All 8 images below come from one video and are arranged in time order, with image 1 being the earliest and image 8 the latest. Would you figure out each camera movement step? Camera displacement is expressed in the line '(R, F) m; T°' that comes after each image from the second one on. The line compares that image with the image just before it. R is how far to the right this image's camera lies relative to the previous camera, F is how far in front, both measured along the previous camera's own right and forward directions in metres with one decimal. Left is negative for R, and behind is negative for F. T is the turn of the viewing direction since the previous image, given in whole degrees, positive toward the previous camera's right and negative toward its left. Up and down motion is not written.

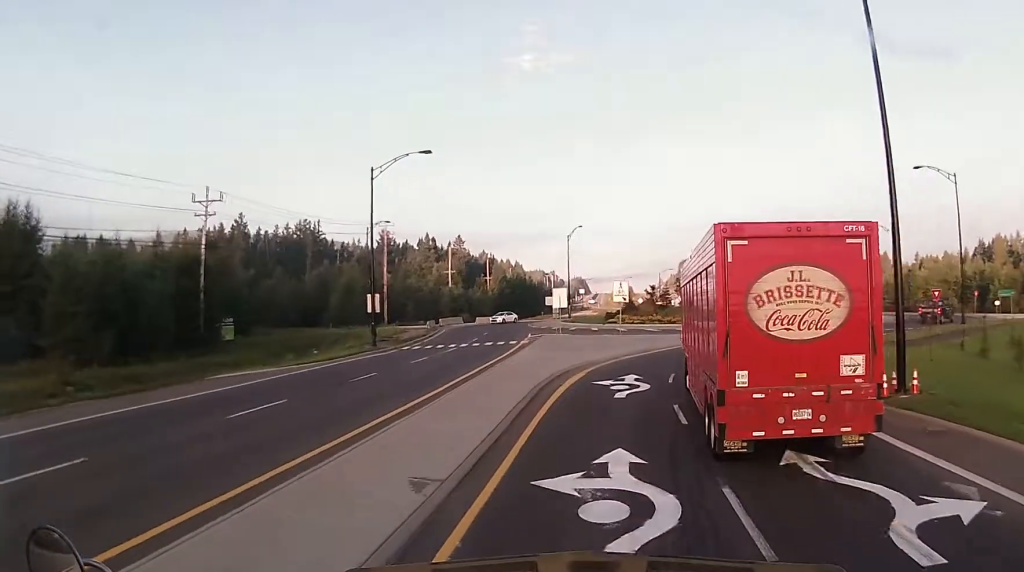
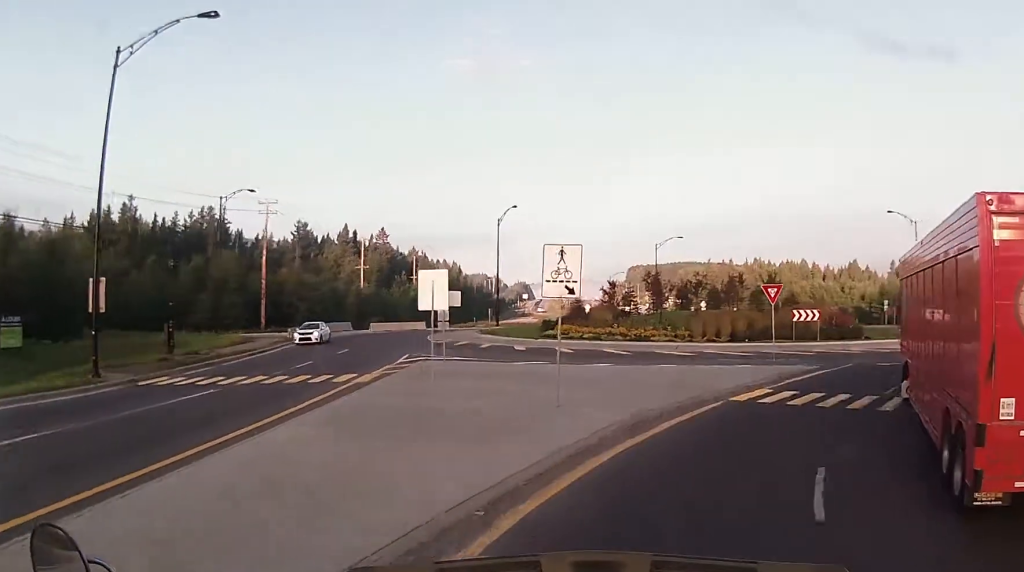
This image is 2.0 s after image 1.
(+0.8, +25.6) m; +7°
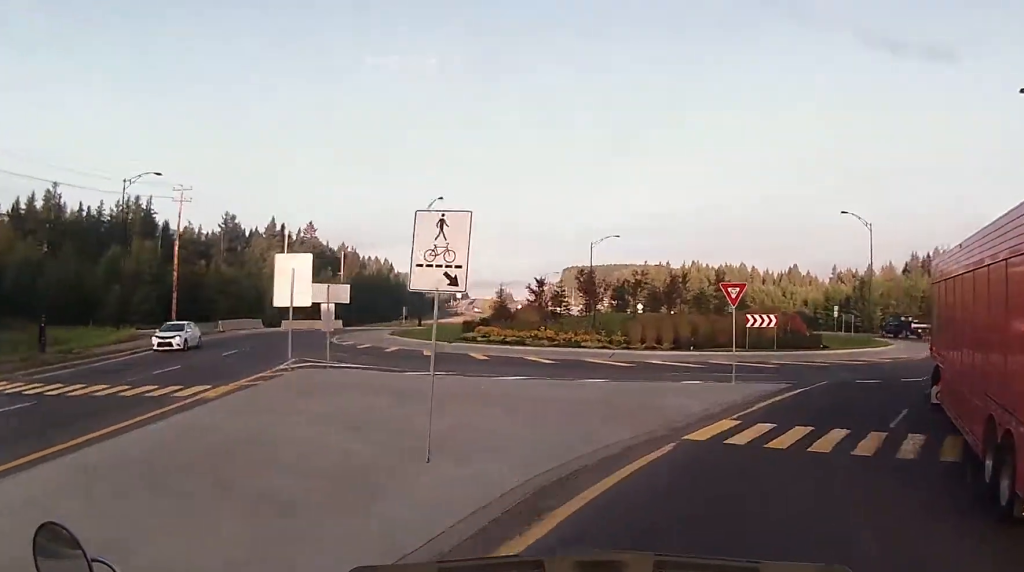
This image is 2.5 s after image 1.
(+0.2, +5.5) m; +5°
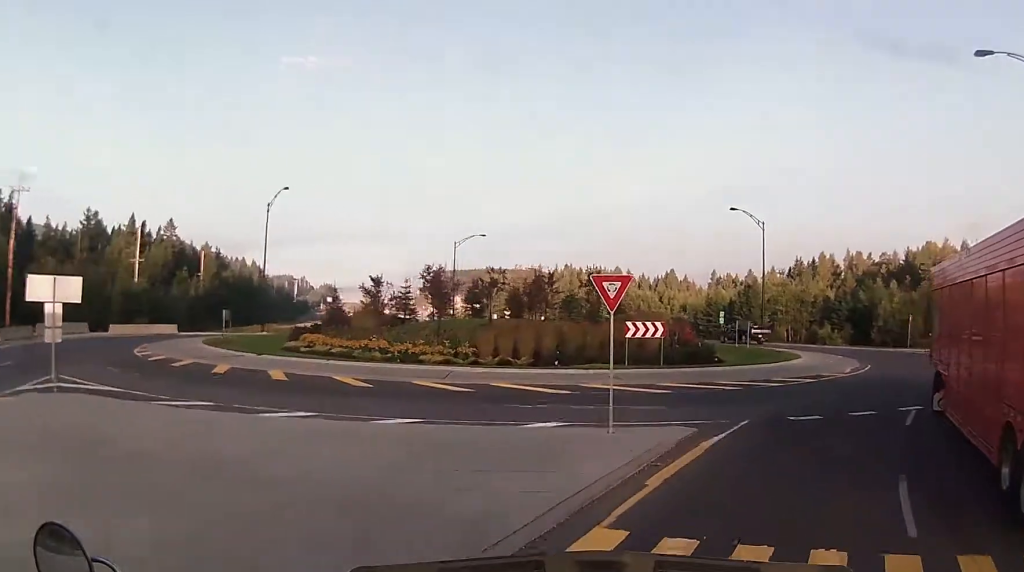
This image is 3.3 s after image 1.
(+0.4, +7.8) m; +8°
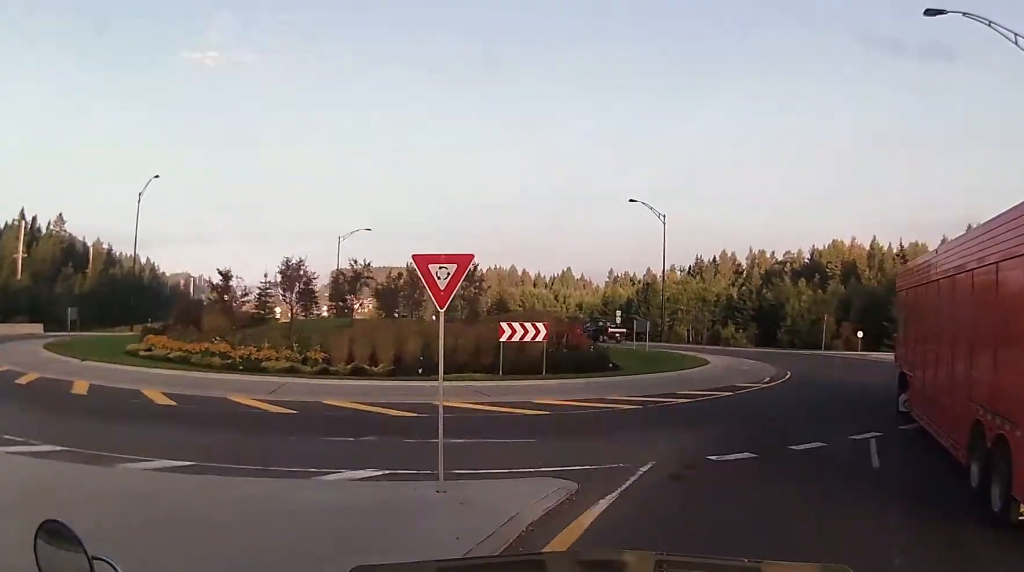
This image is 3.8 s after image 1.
(+0.3, +5.0) m; +7°
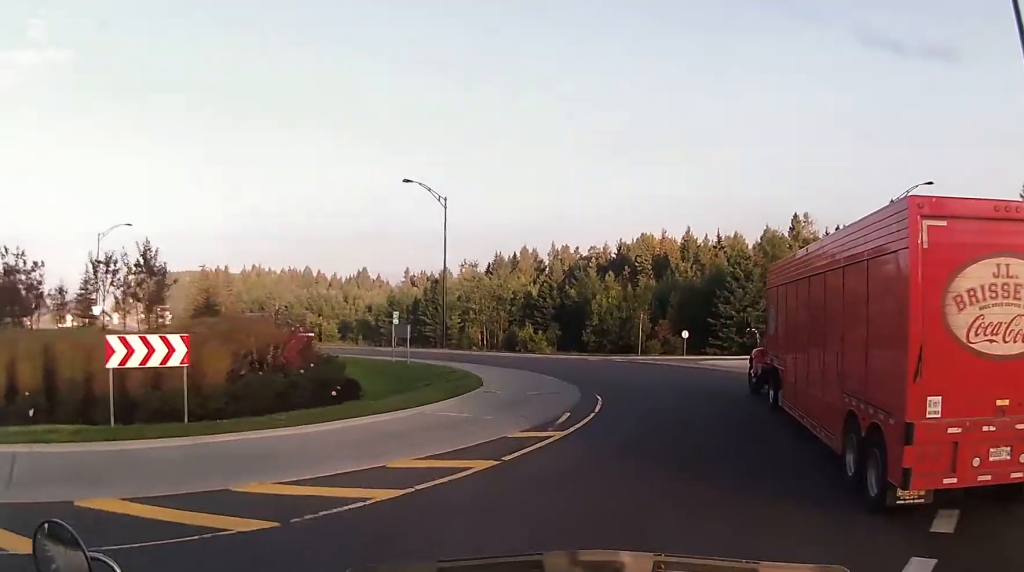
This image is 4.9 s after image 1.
(+1.3, +10.9) m; +16°
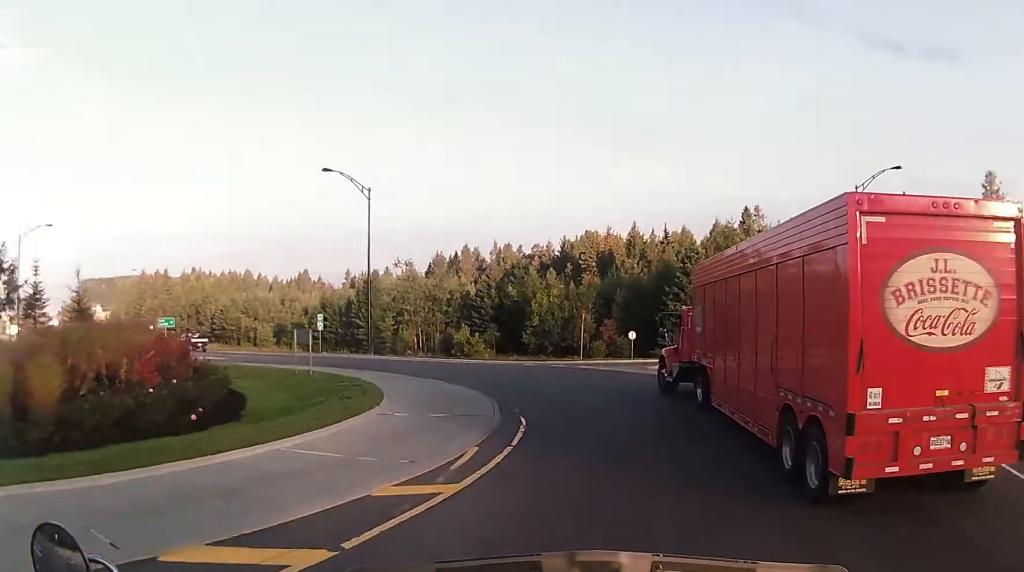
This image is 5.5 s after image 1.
(+0.6, +4.7) m; +4°
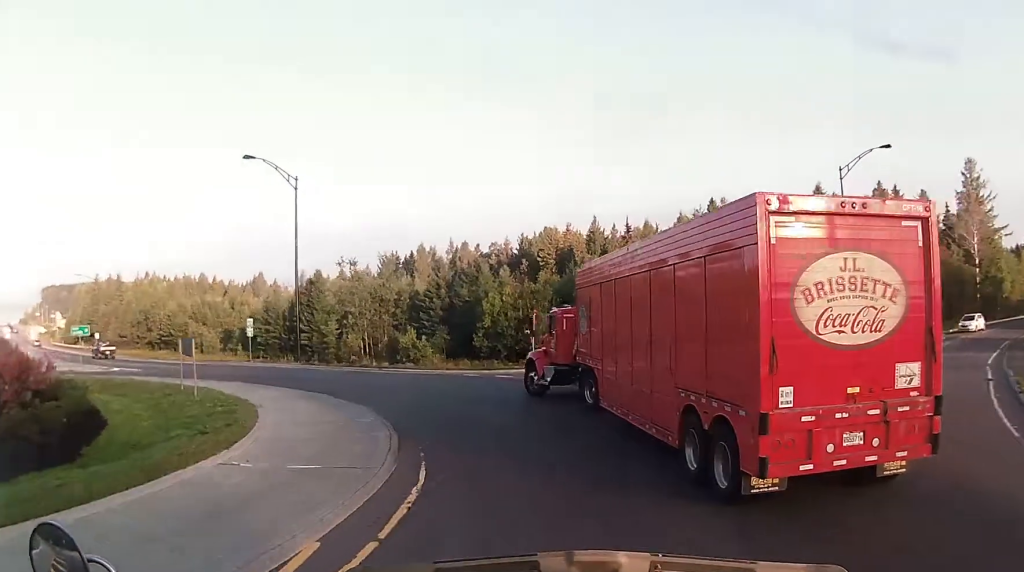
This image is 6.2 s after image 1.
(+0.4, +5.7) m; +2°
